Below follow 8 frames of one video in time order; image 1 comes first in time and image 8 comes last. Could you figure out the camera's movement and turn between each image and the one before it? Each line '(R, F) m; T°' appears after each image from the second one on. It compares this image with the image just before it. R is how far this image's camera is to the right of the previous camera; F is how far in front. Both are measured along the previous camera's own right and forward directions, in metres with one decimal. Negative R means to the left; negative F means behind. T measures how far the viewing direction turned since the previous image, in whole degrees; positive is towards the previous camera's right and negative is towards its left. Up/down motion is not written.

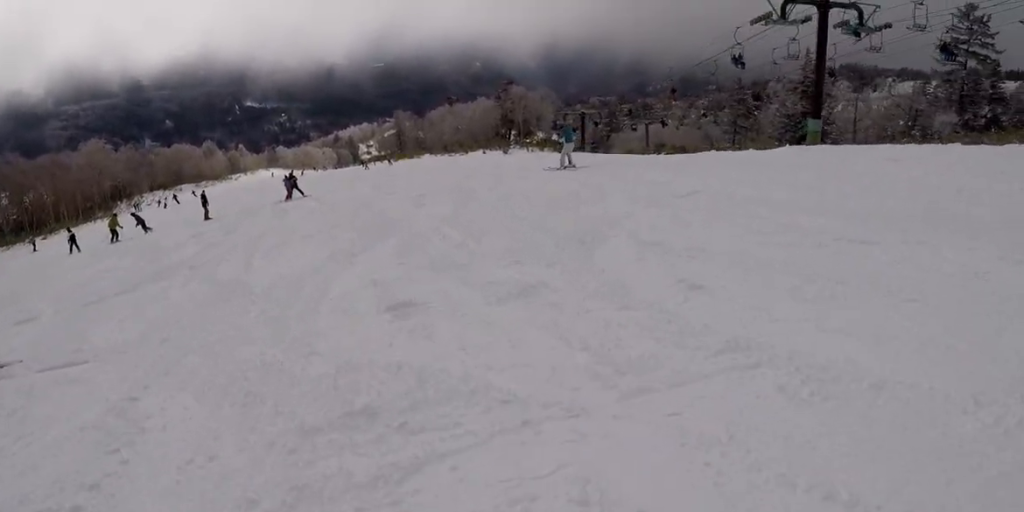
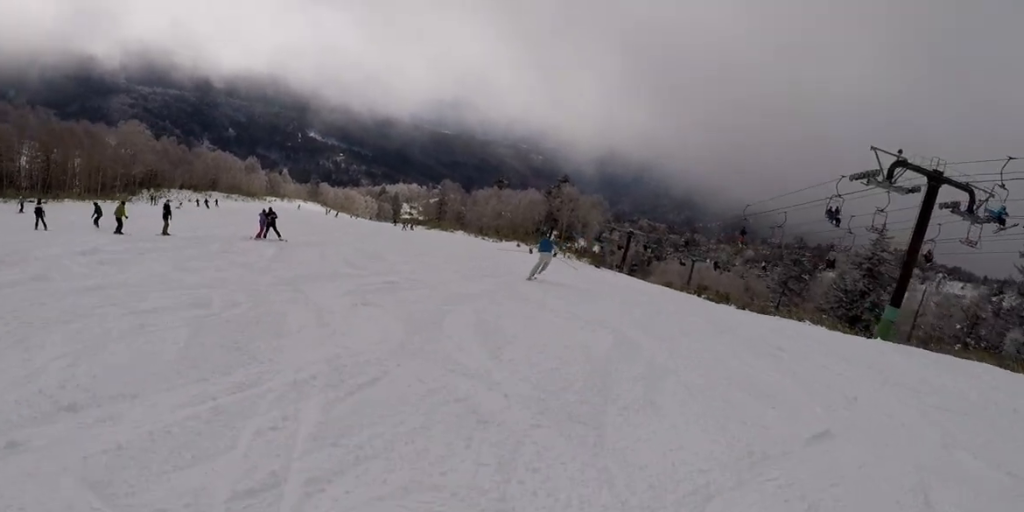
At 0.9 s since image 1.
(+1.5, +6.9) m; +10°
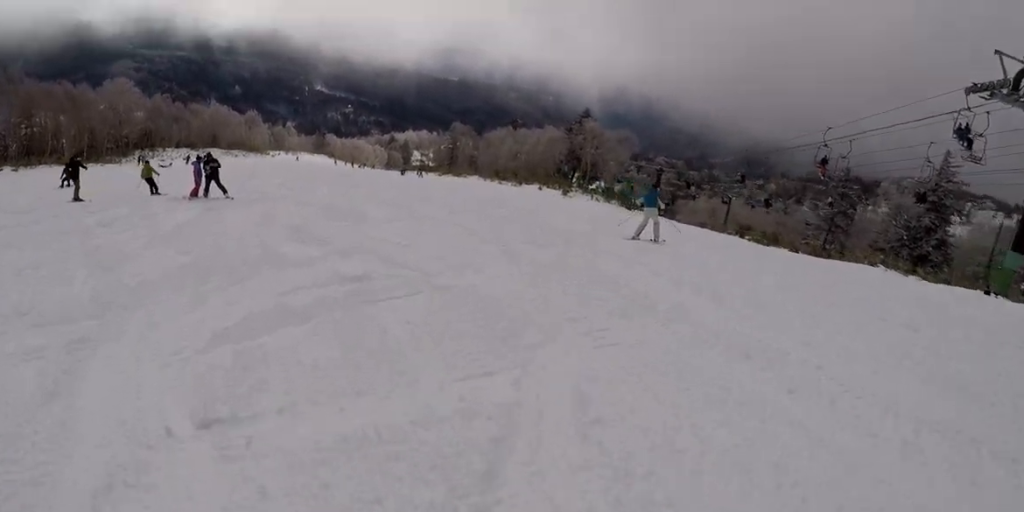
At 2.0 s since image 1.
(-0.5, +8.5) m; -12°
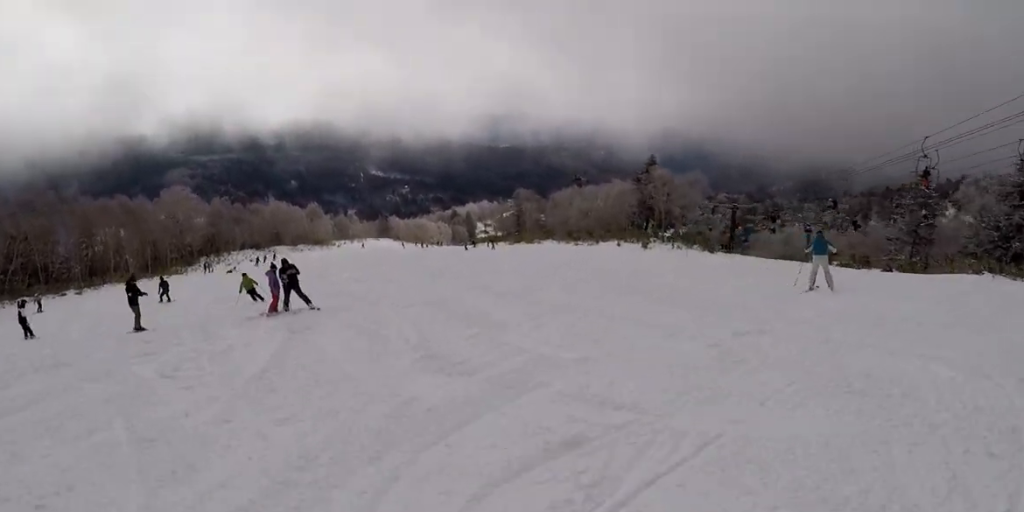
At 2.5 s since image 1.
(-0.1, +3.2) m; -7°
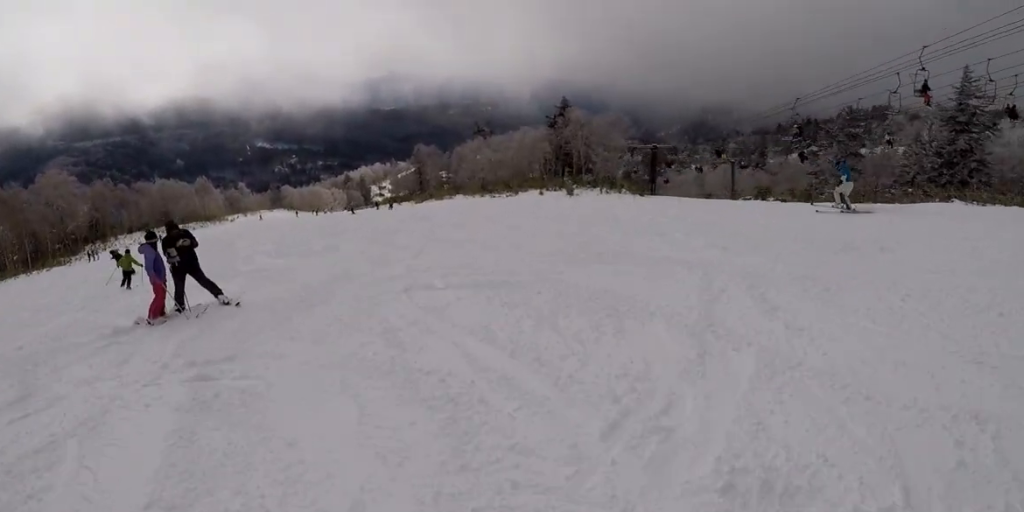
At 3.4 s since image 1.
(-1.0, +6.8) m; 0°
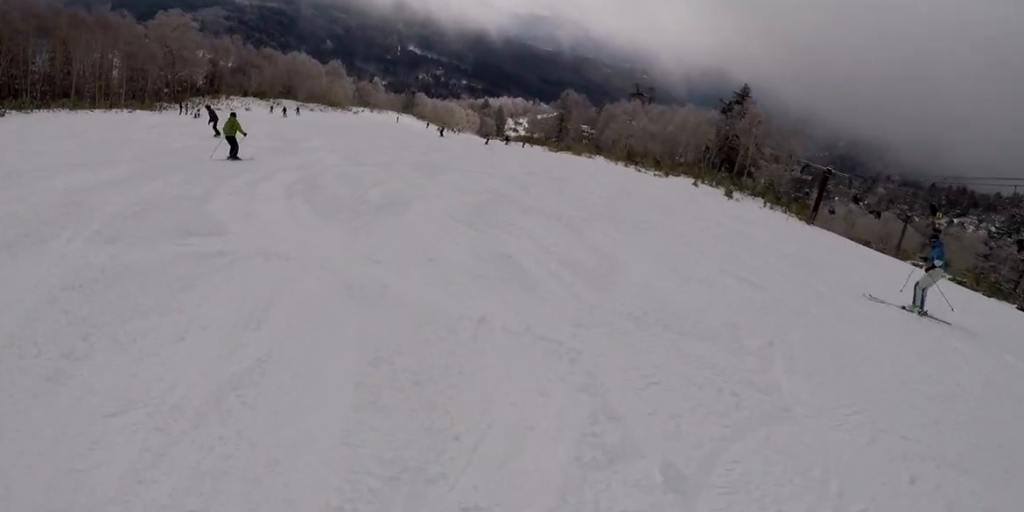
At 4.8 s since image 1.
(+1.7, +9.9) m; +2°
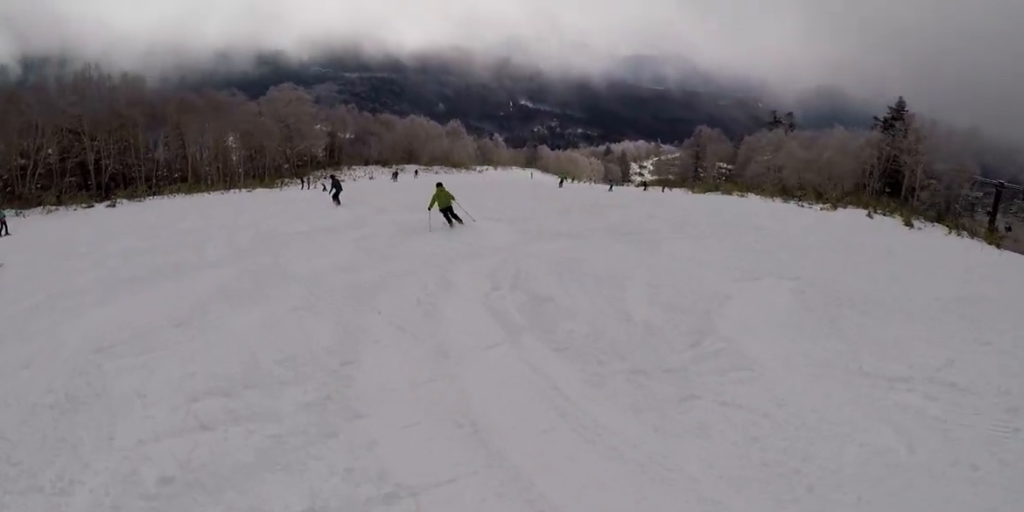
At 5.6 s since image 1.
(-1.5, +5.5) m; -15°
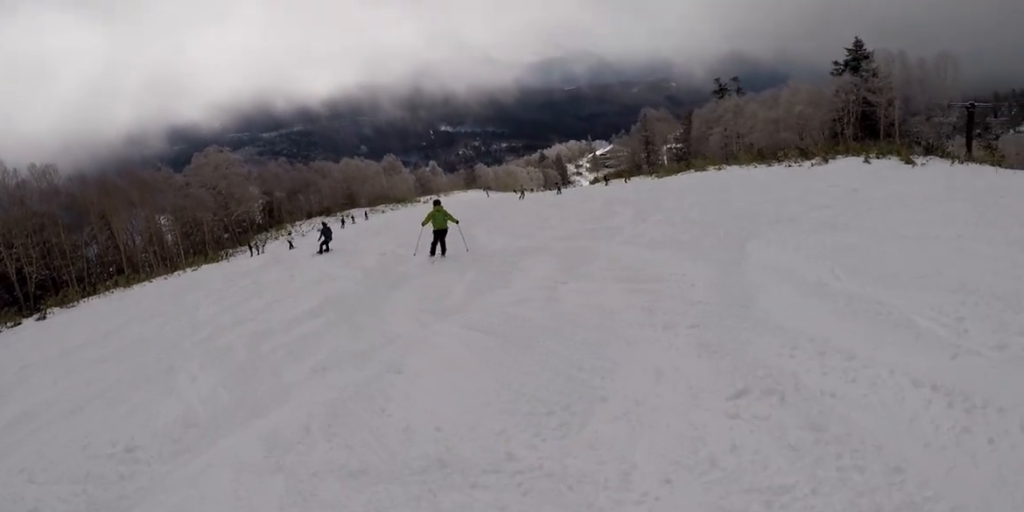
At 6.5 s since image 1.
(-0.5, +6.5) m; -4°
